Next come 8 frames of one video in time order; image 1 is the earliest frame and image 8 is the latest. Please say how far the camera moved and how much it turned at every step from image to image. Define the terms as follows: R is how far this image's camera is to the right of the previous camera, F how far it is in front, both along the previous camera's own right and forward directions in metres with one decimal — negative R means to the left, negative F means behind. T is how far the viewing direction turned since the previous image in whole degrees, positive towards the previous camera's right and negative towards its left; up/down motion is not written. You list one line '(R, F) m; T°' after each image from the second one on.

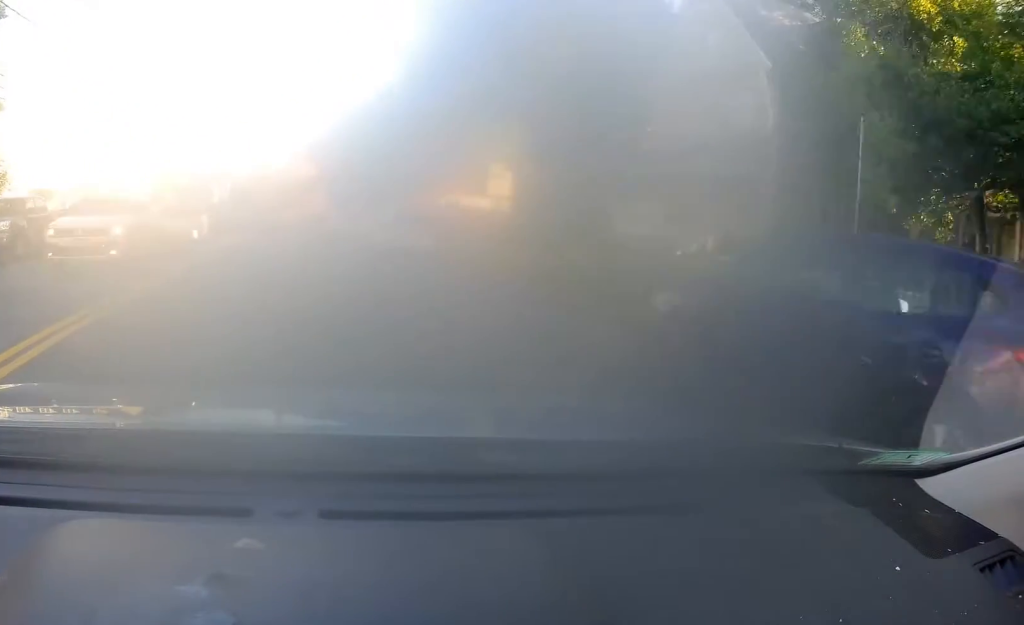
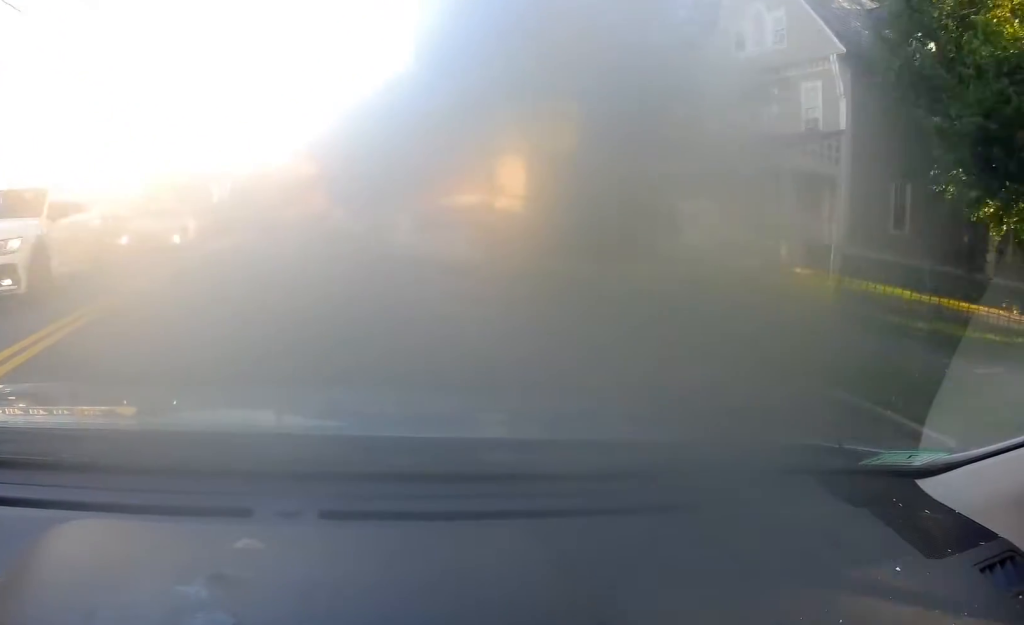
(+0.1, +3.9) m; +1°
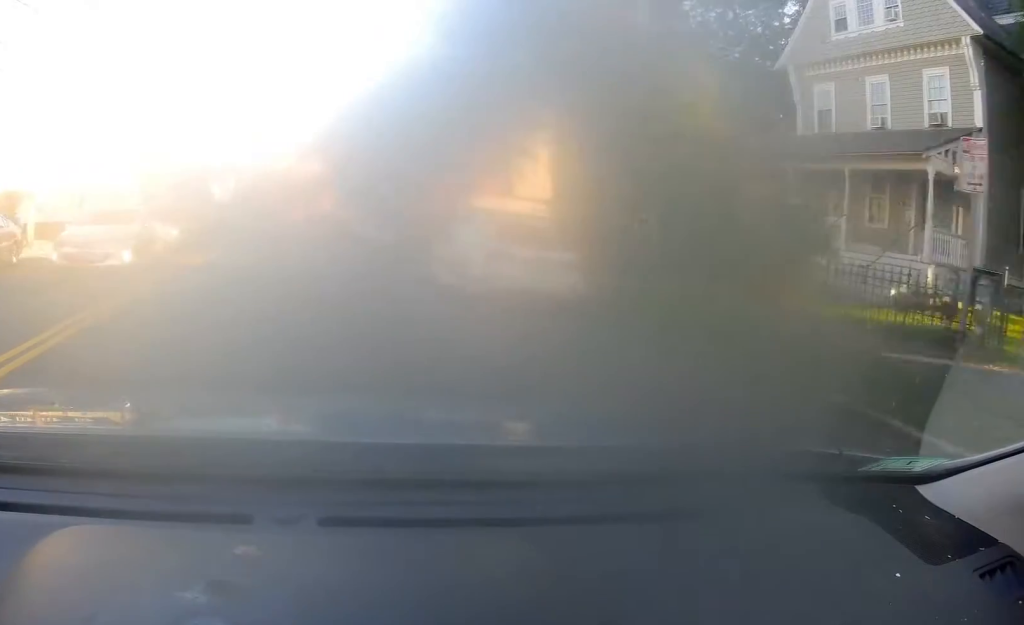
(+0.1, +5.4) m; 0°
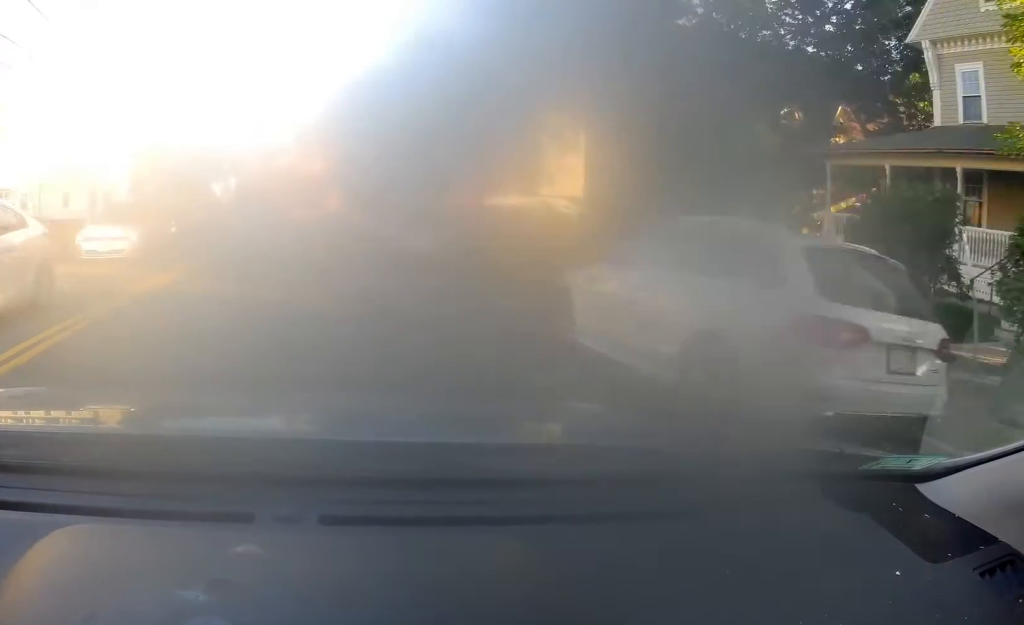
(0.0, +6.6) m; -1°
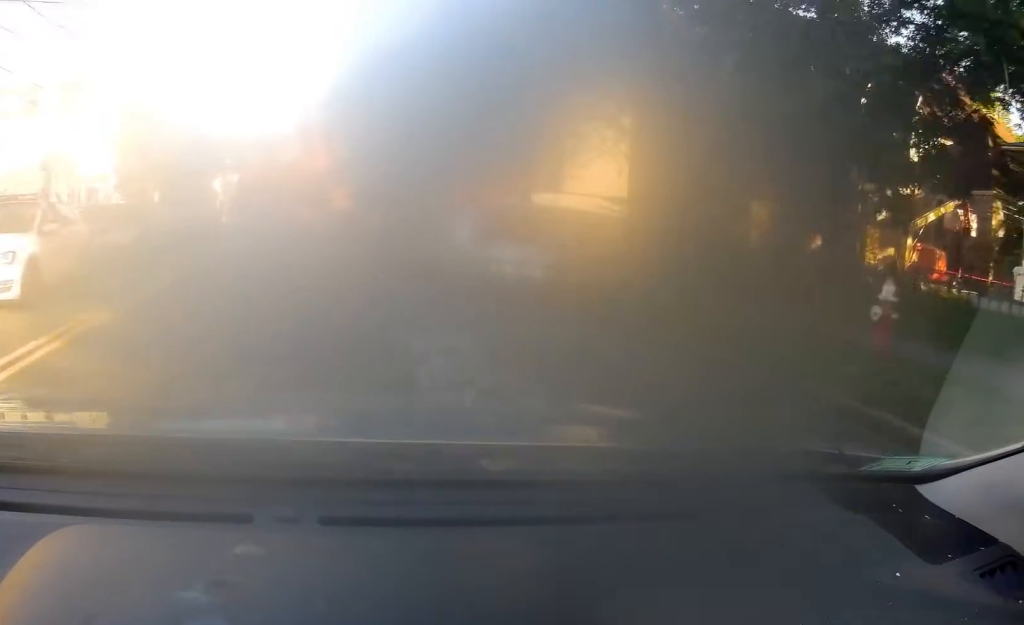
(-0.1, +6.7) m; 0°
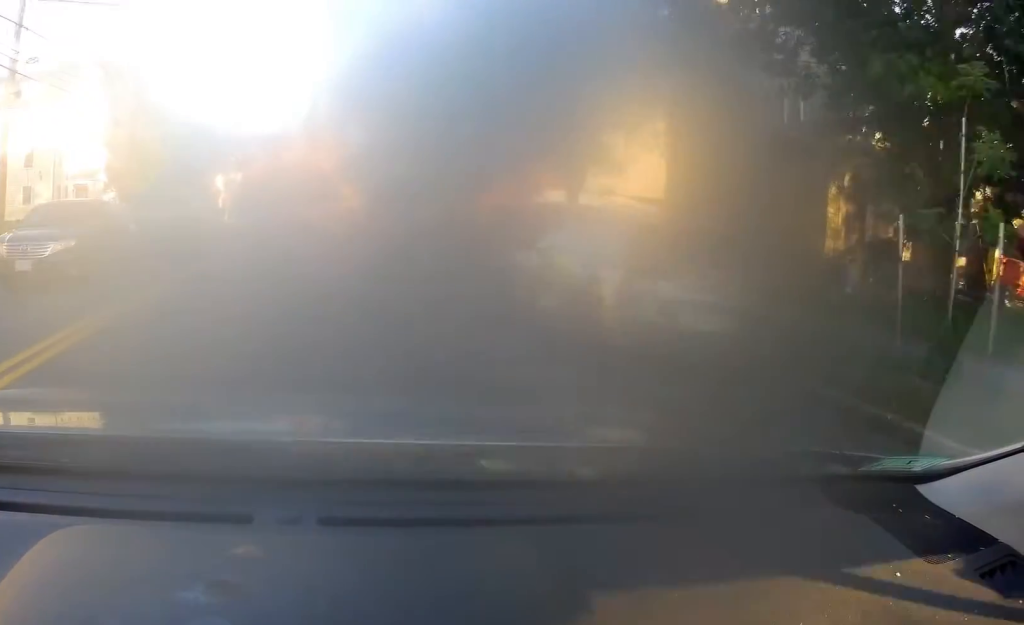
(-0.1, +4.8) m; 0°
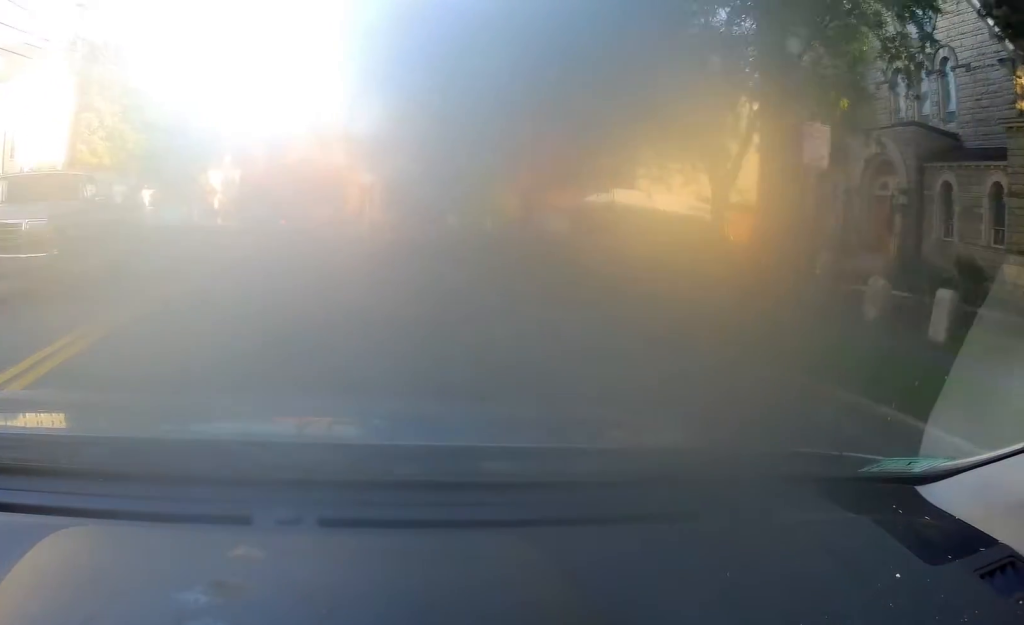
(+0.1, +10.3) m; -1°
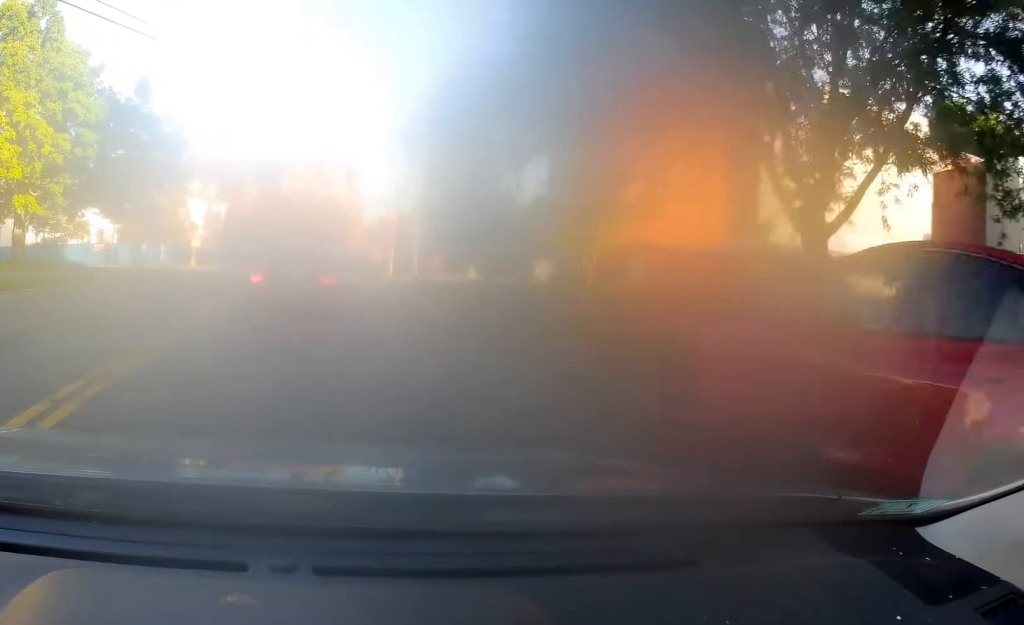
(+0.5, +19.2) m; +3°
